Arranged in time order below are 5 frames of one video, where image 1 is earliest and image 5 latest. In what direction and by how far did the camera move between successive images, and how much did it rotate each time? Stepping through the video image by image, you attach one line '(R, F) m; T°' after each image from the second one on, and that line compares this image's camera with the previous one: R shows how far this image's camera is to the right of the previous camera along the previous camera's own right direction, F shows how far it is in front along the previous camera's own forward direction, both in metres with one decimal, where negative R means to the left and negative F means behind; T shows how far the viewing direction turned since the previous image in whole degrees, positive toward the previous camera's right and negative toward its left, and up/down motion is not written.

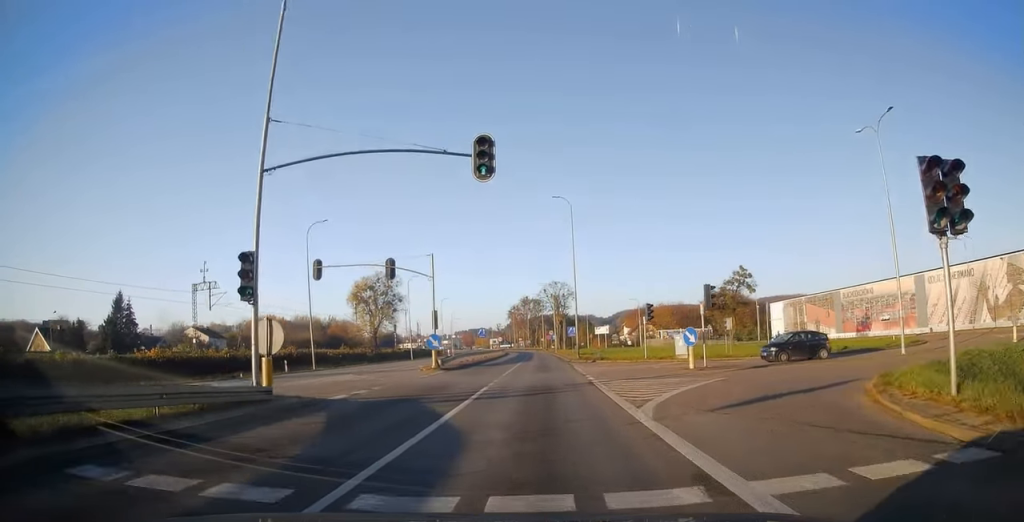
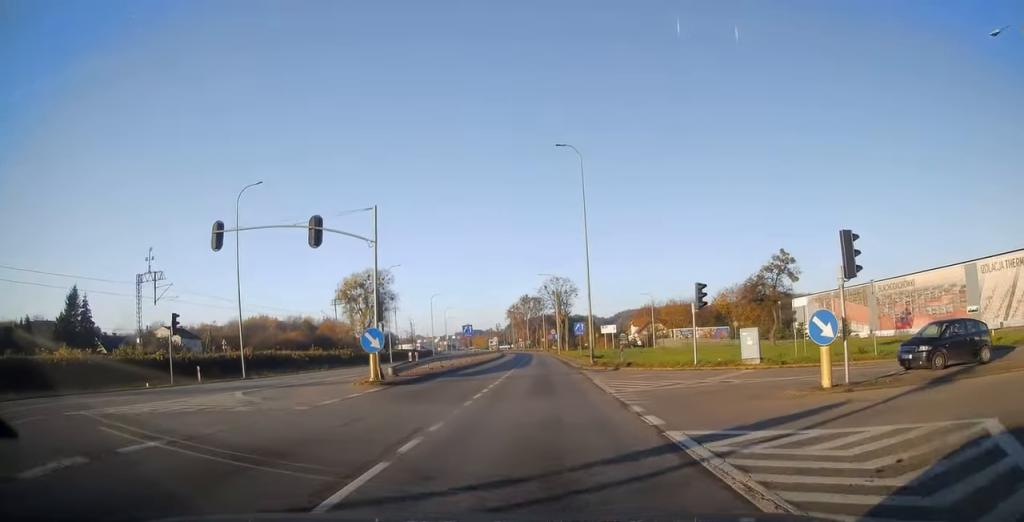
(0.0, +12.9) m; 0°
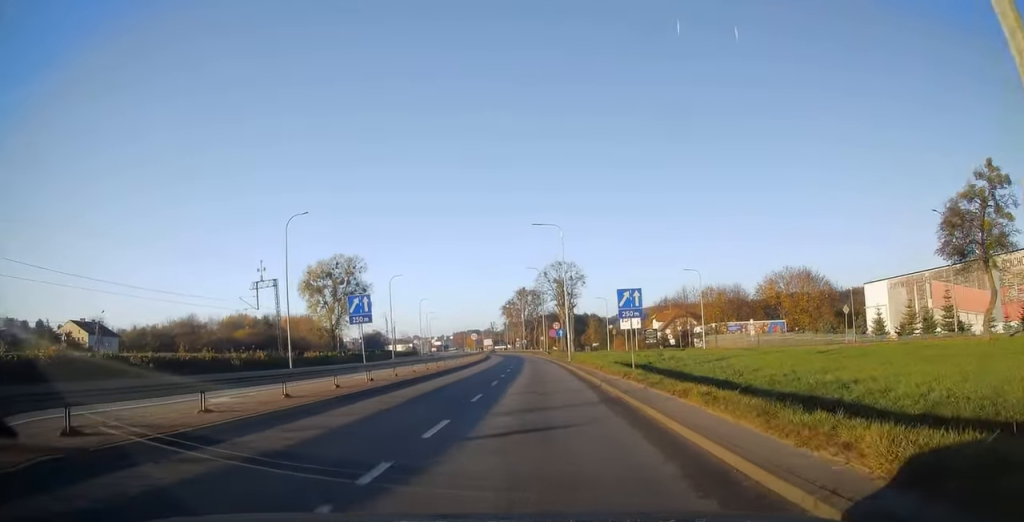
(0.0, +32.0) m; 0°
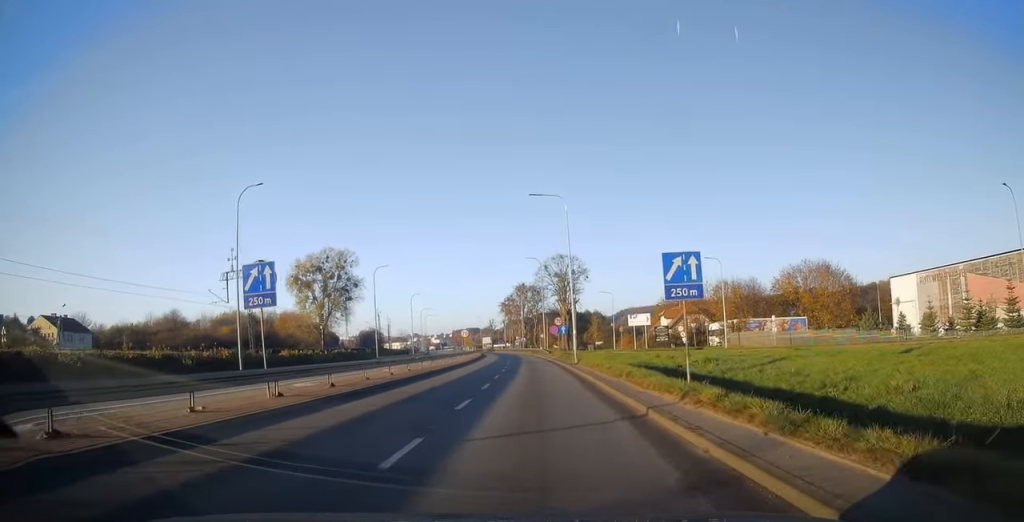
(0.0, +8.5) m; -1°
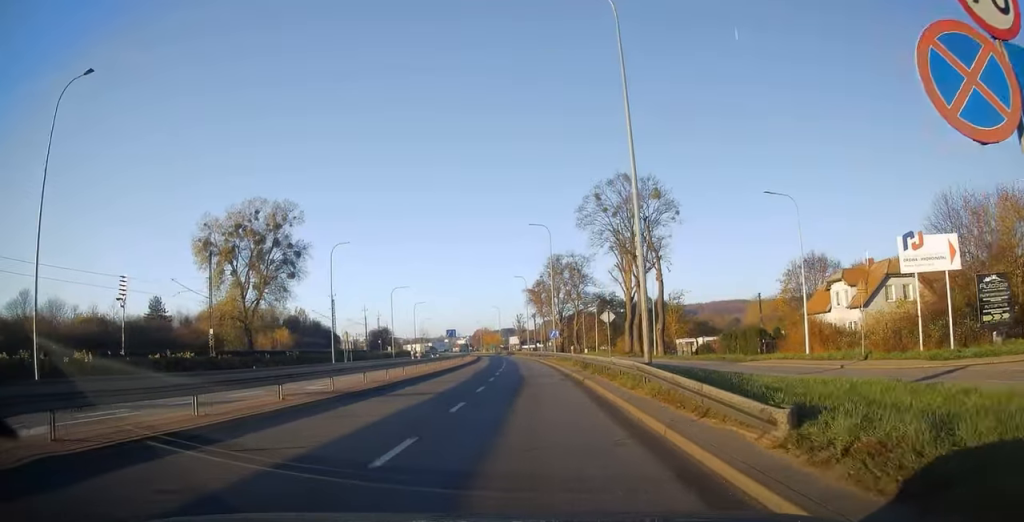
(-1.4, +61.1) m; -3°
